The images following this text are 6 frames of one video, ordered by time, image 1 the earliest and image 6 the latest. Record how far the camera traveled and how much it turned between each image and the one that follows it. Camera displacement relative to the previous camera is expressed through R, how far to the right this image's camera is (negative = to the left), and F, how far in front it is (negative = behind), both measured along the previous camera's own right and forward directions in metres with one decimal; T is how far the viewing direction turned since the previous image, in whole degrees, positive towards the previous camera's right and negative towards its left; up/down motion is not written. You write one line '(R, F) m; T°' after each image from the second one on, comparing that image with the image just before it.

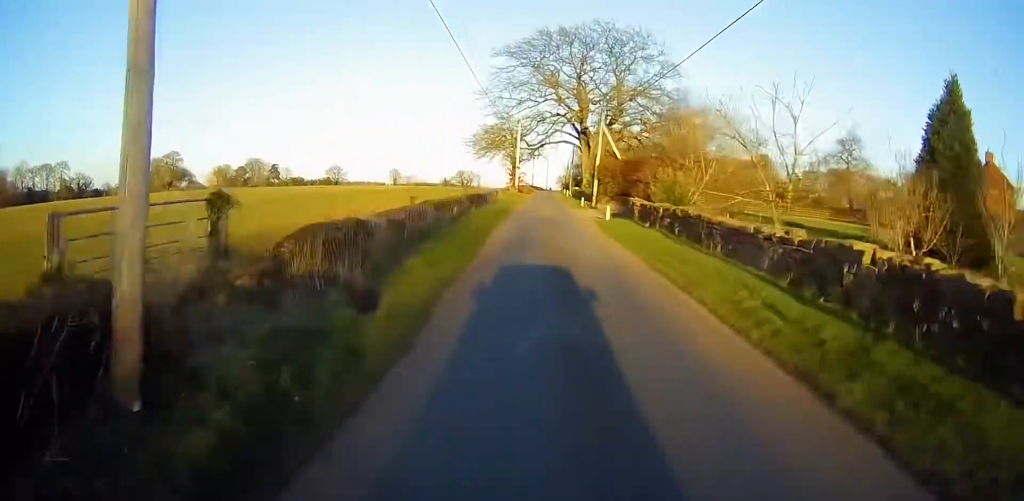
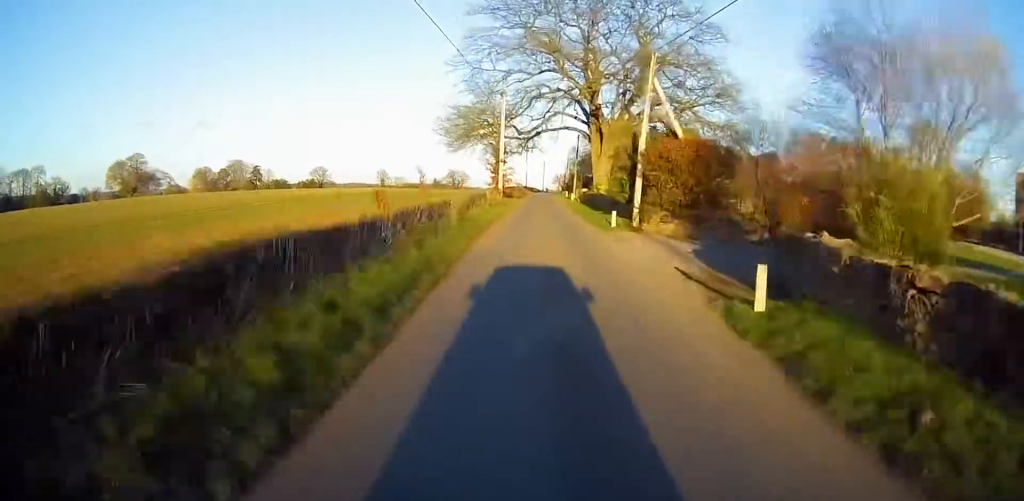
(+0.1, +20.2) m; 0°
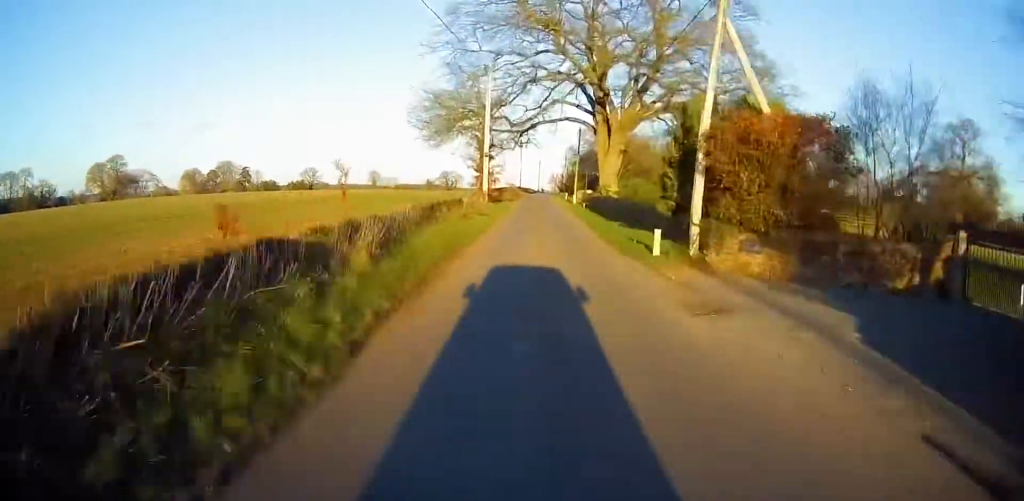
(-0.1, +9.3) m; -1°
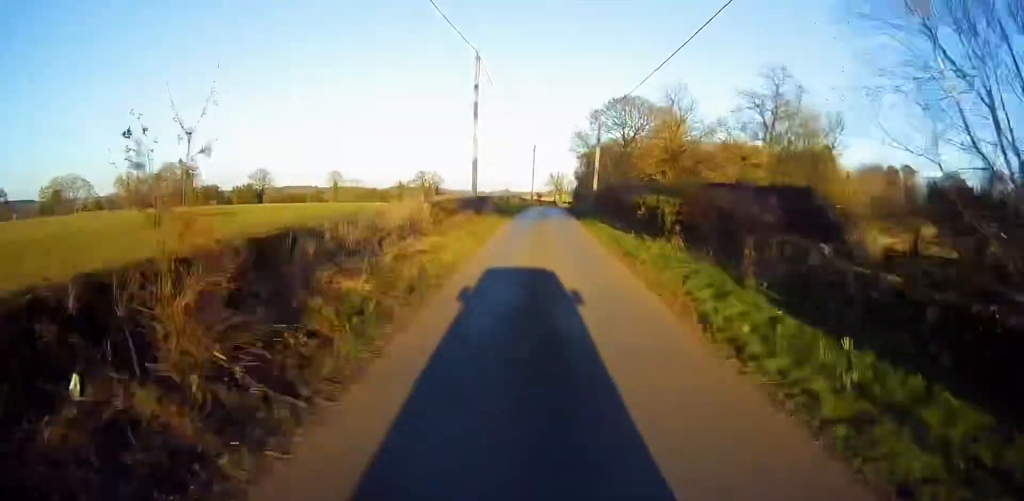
(+1.2, +62.1) m; +3°
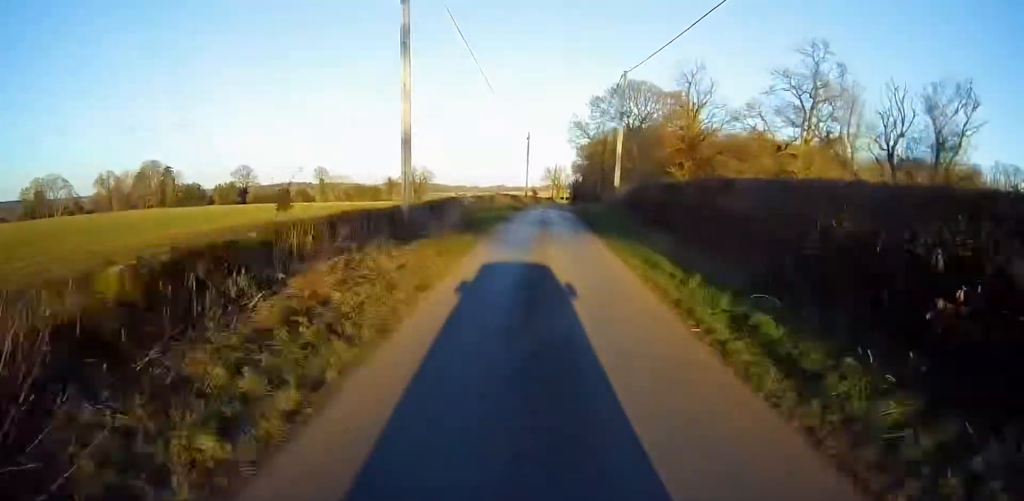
(0.0, +13.8) m; 0°
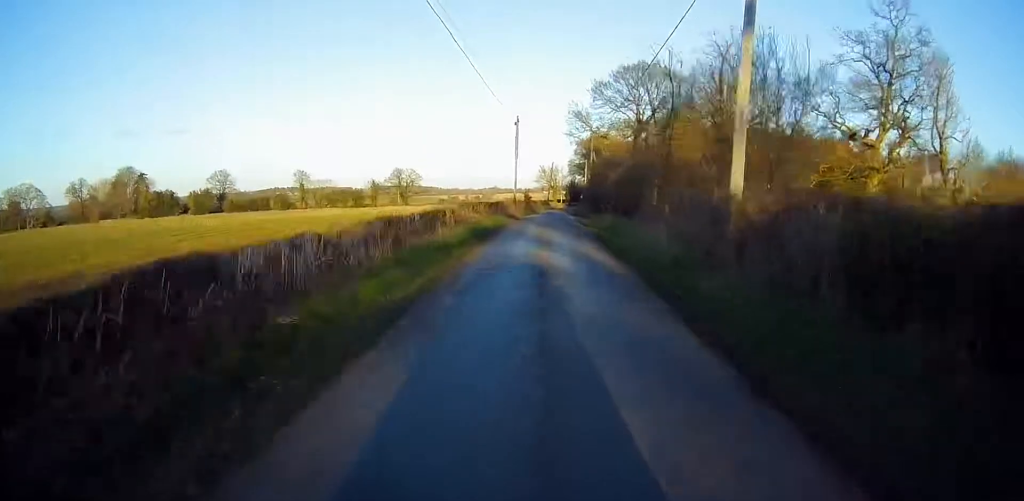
(0.0, +18.7) m; 0°
